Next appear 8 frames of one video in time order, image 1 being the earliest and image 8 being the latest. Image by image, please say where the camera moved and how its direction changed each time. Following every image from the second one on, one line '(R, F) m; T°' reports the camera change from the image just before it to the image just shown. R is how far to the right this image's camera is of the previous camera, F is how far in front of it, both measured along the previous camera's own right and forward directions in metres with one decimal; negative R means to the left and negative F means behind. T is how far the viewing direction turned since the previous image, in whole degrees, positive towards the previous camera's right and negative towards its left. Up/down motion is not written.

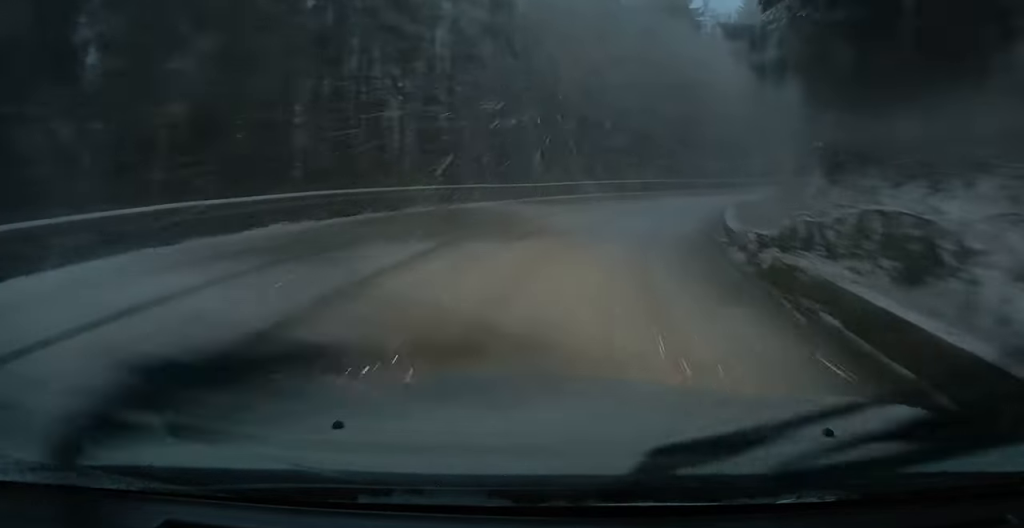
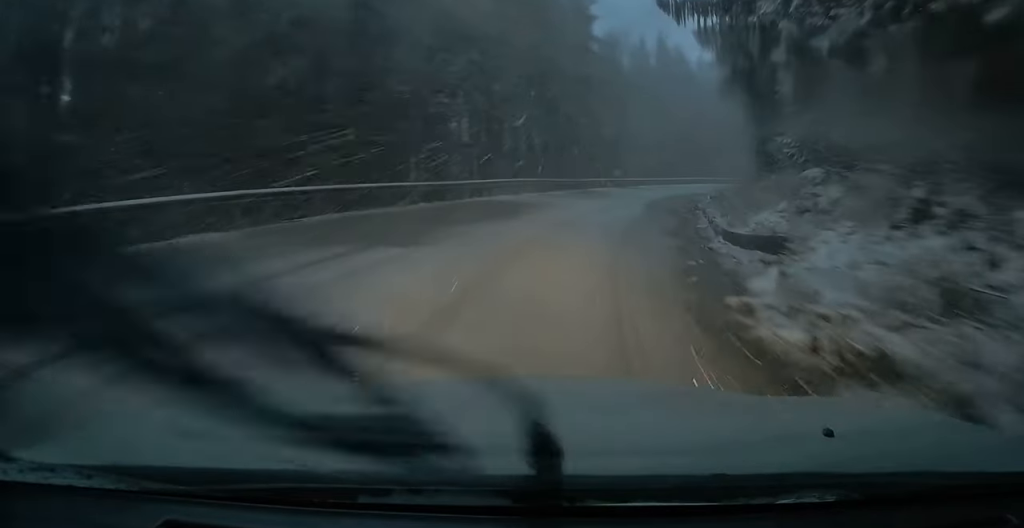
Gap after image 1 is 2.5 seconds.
(+9.7, +22.9) m; +39°
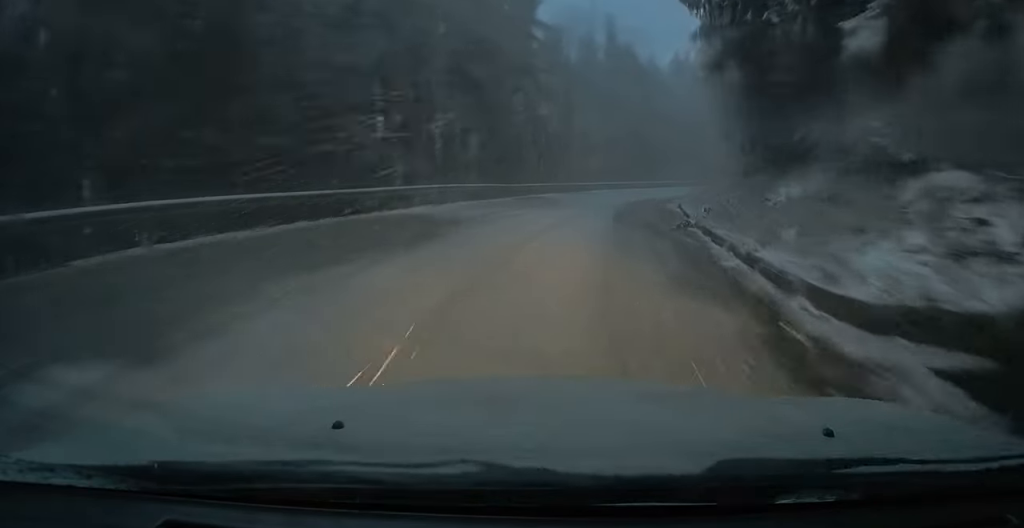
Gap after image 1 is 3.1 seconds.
(-0.1, +6.2) m; +4°
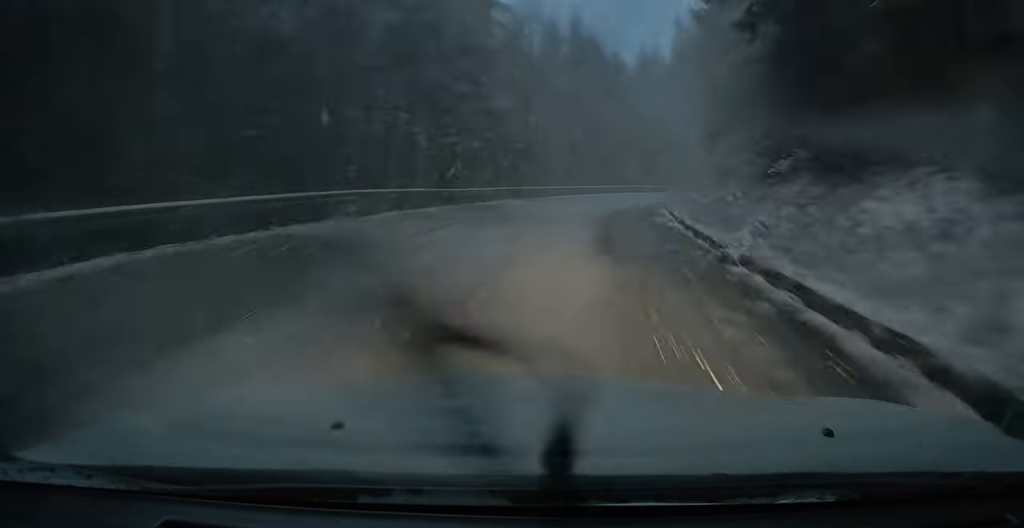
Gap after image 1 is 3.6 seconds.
(+0.6, +6.1) m; +4°
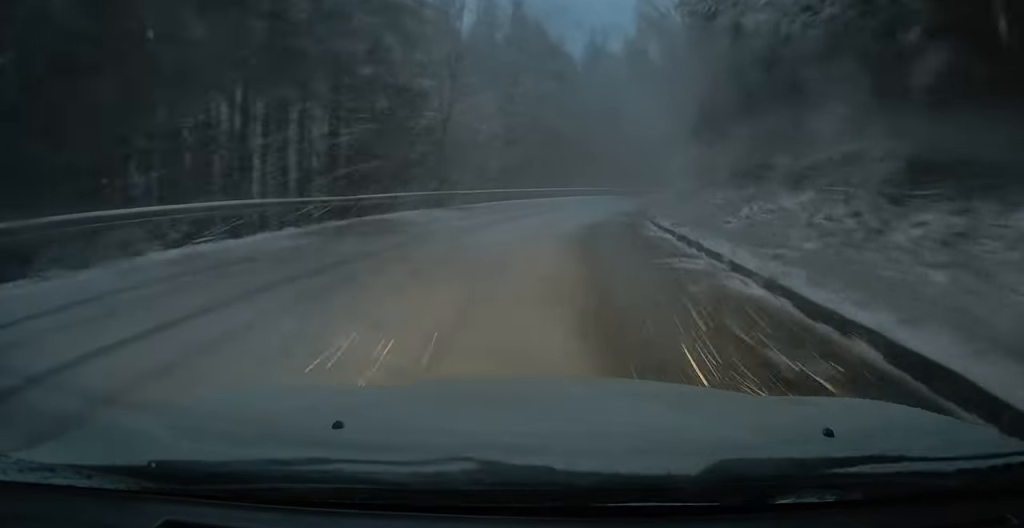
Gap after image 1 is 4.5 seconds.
(+0.5, +10.4) m; +4°
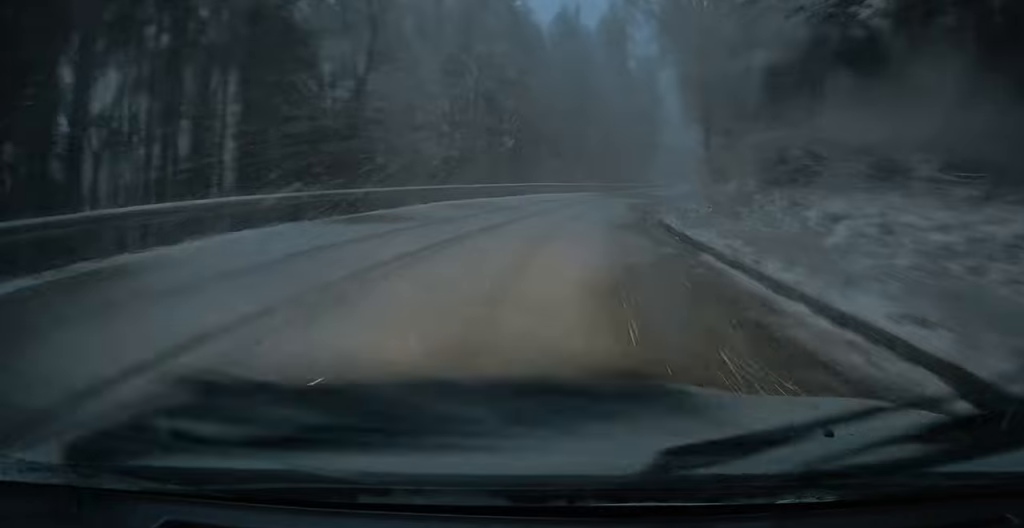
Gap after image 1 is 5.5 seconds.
(+0.3, +11.6) m; +3°
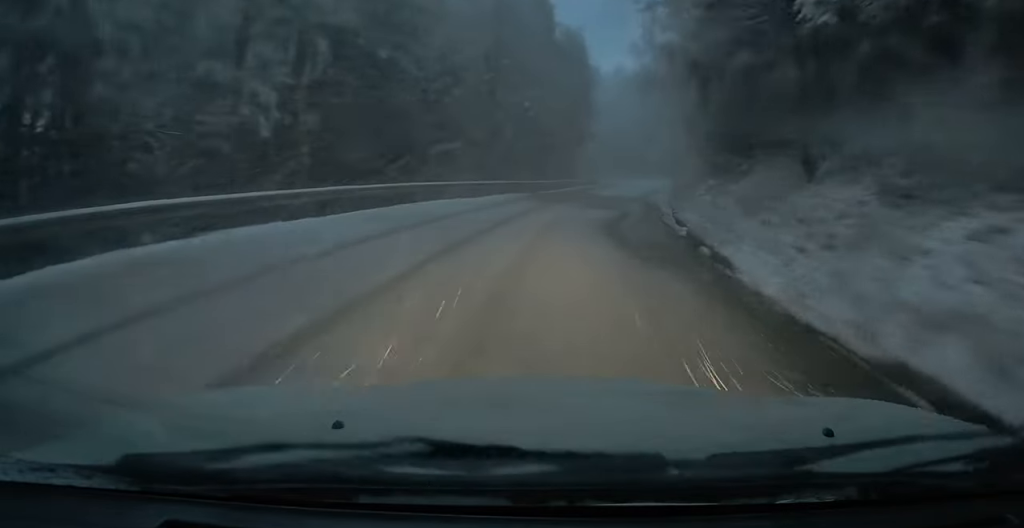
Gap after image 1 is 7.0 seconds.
(+0.6, +17.6) m; +5°
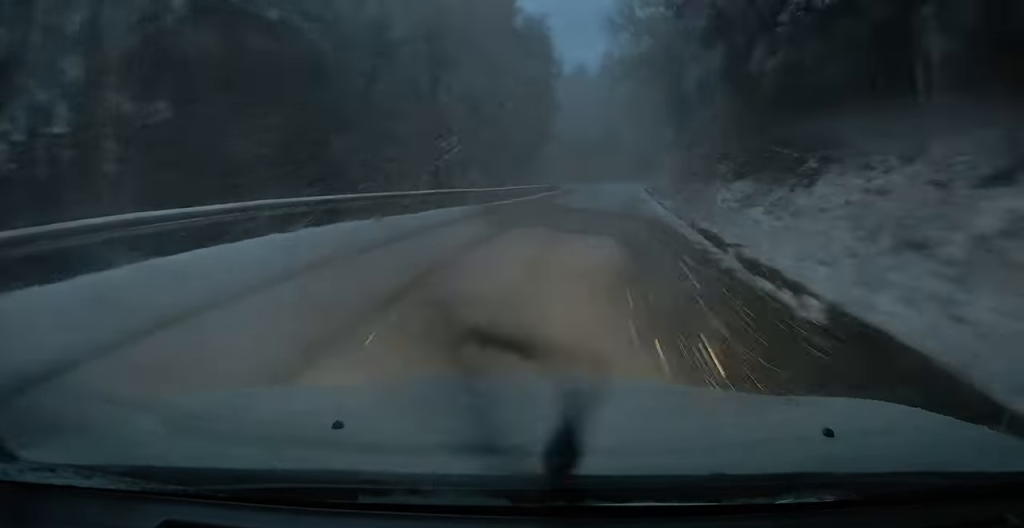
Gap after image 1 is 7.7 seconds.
(+0.3, +8.3) m; +3°
